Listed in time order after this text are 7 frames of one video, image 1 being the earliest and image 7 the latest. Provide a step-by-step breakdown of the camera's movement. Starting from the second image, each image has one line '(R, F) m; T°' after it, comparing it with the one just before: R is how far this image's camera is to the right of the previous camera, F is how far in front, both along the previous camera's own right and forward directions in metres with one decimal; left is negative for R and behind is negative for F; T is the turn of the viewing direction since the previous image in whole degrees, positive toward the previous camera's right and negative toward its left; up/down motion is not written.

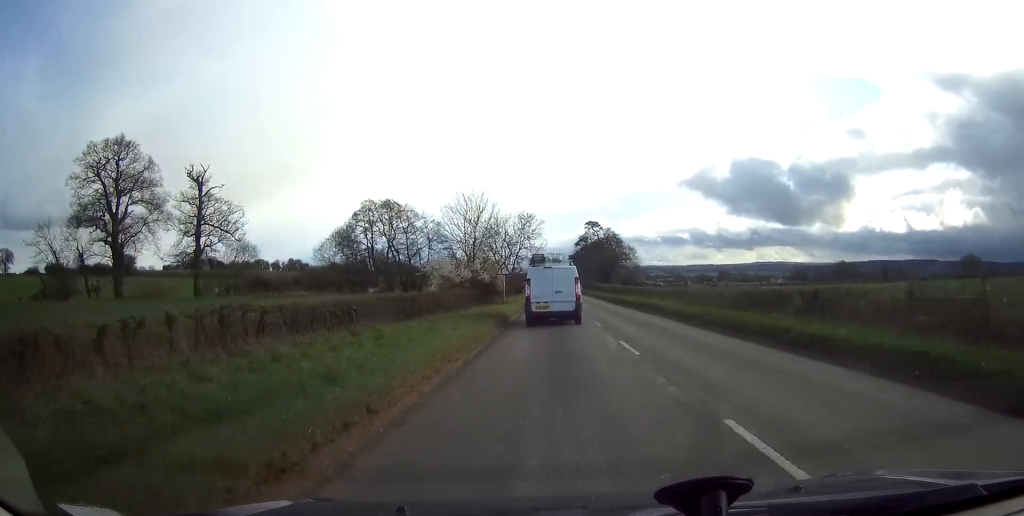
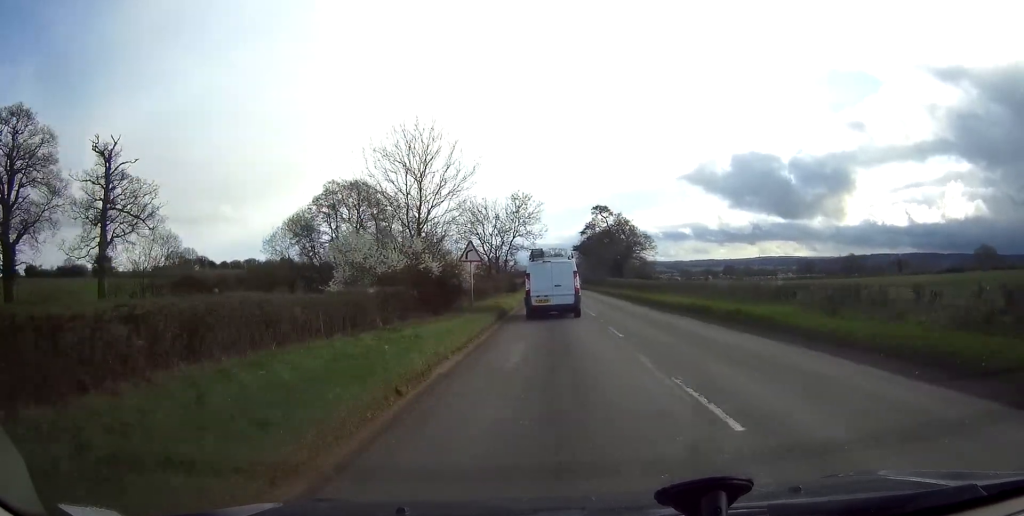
(-0.1, +16.3) m; 0°
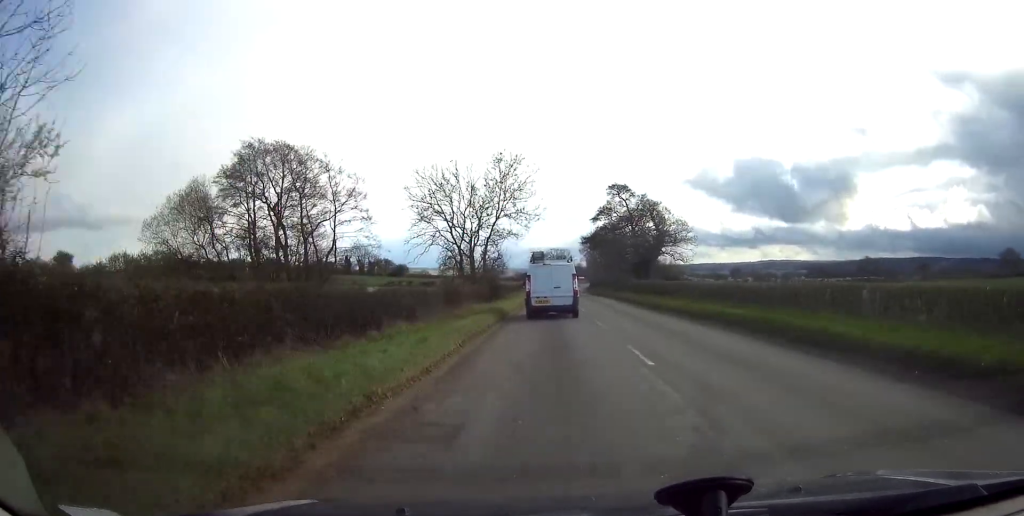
(0.0, +23.2) m; 0°
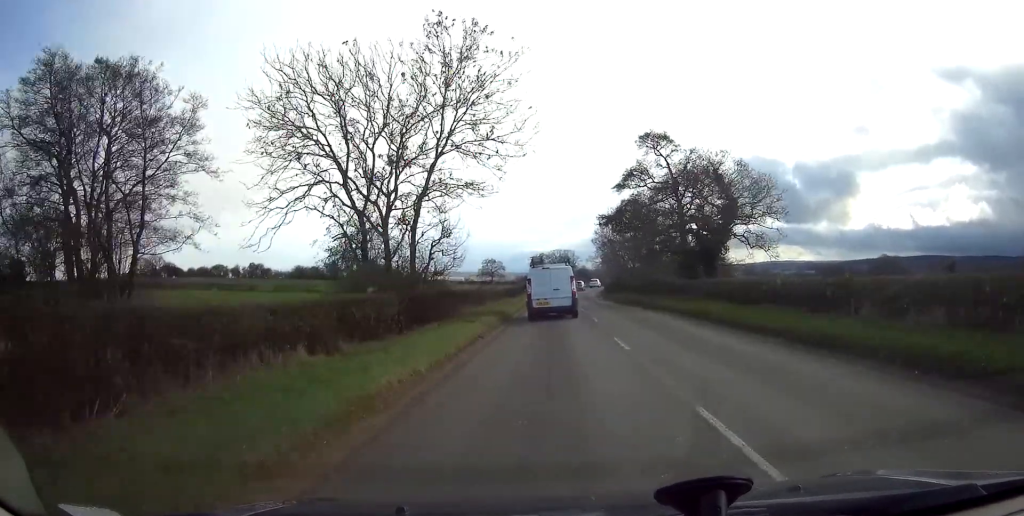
(0.0, +24.7) m; 0°
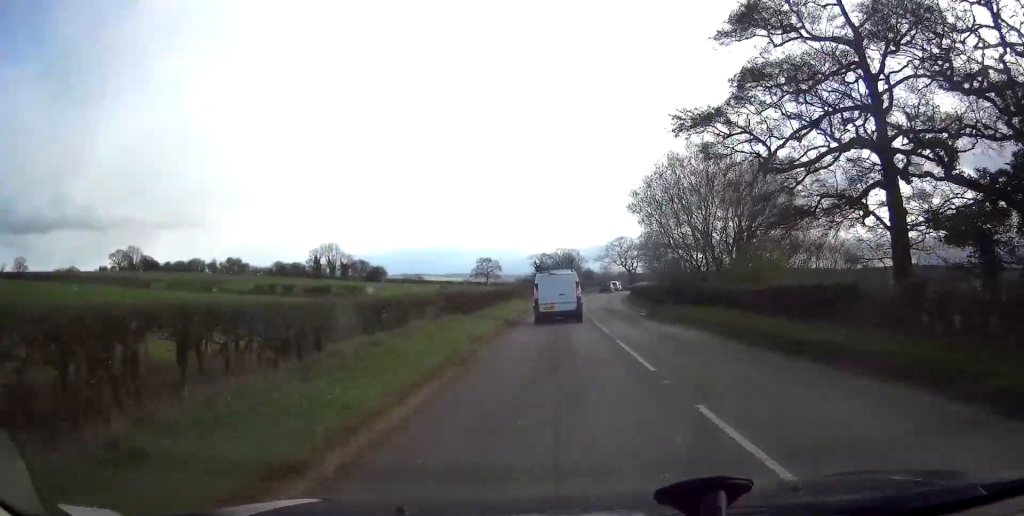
(0.0, +28.7) m; +1°
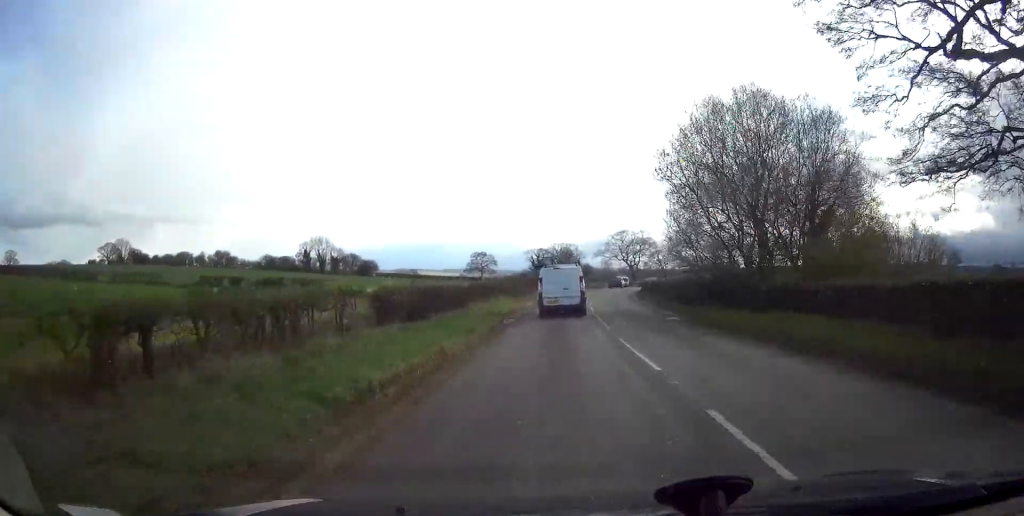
(0.0, +9.7) m; +1°
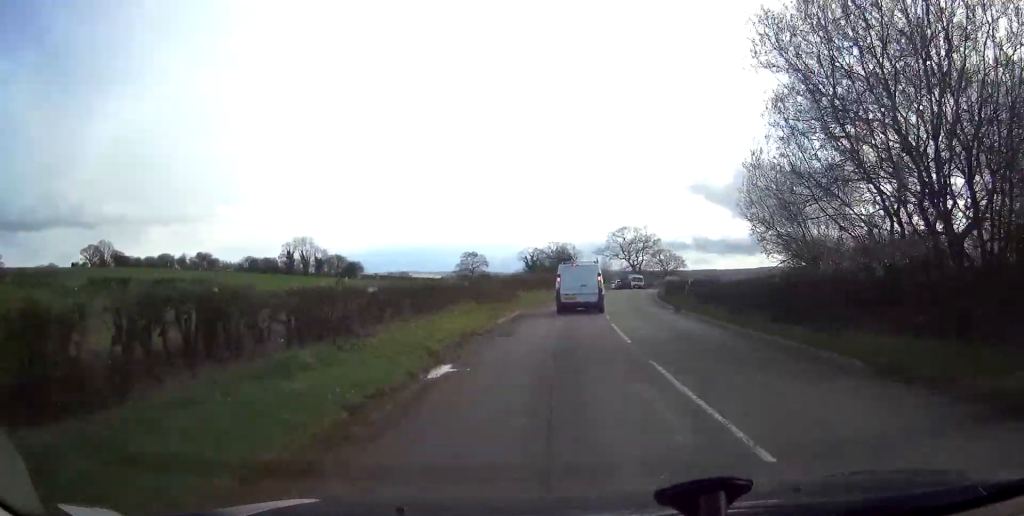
(0.0, +13.8) m; +1°
